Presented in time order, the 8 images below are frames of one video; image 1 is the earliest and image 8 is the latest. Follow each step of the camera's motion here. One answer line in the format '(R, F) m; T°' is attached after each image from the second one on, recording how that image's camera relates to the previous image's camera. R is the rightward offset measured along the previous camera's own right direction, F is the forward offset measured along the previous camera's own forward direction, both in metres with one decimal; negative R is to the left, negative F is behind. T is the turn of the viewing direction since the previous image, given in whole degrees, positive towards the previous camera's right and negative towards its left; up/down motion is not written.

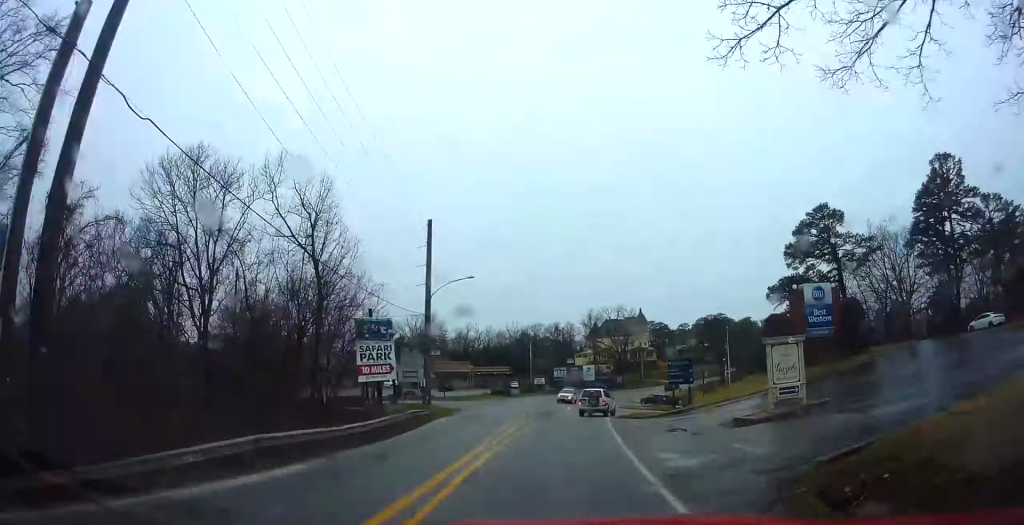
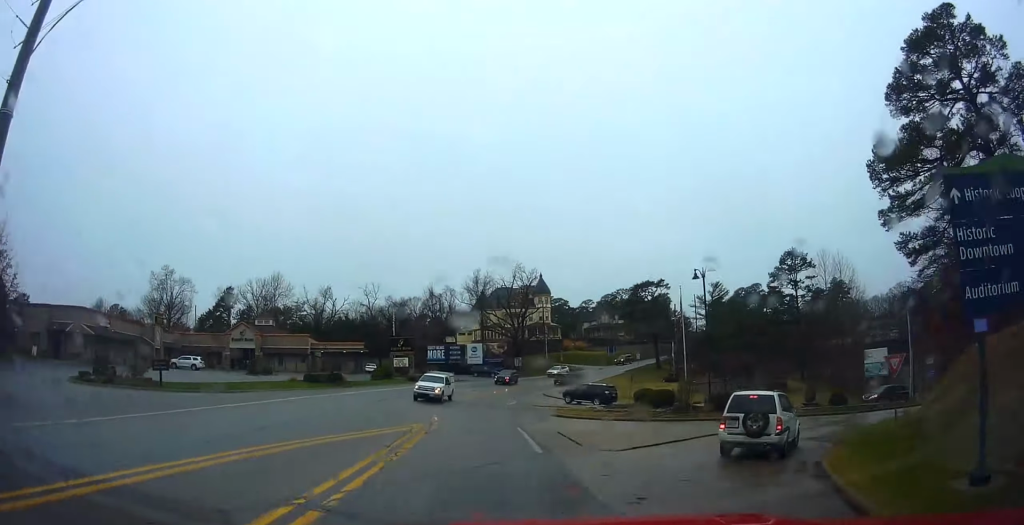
(+0.9, +31.3) m; +11°
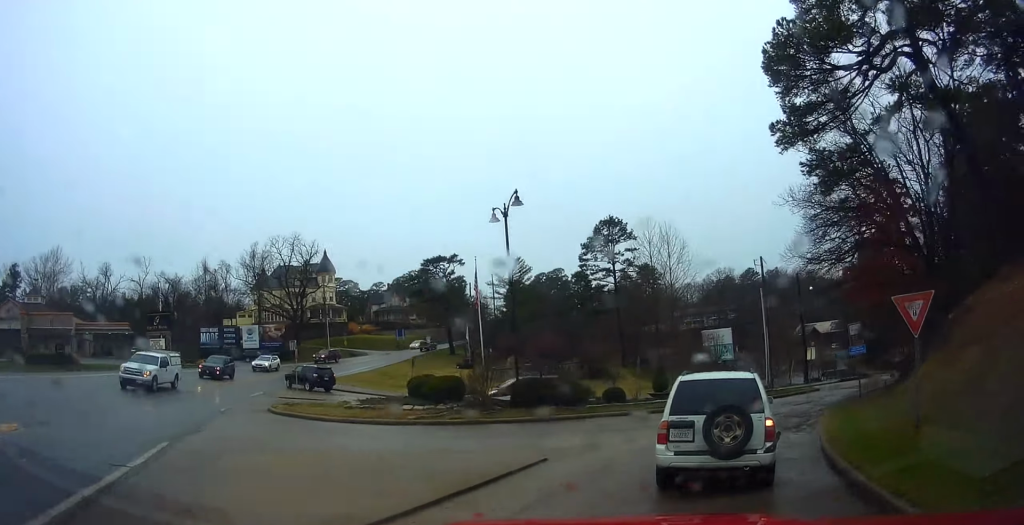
(+1.3, +16.1) m; +21°
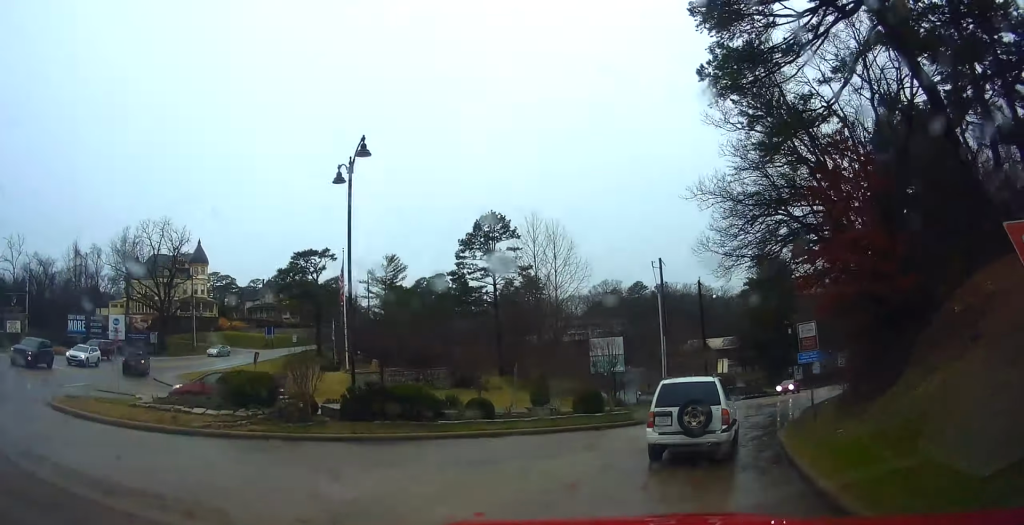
(+2.4, +10.5) m; +20°
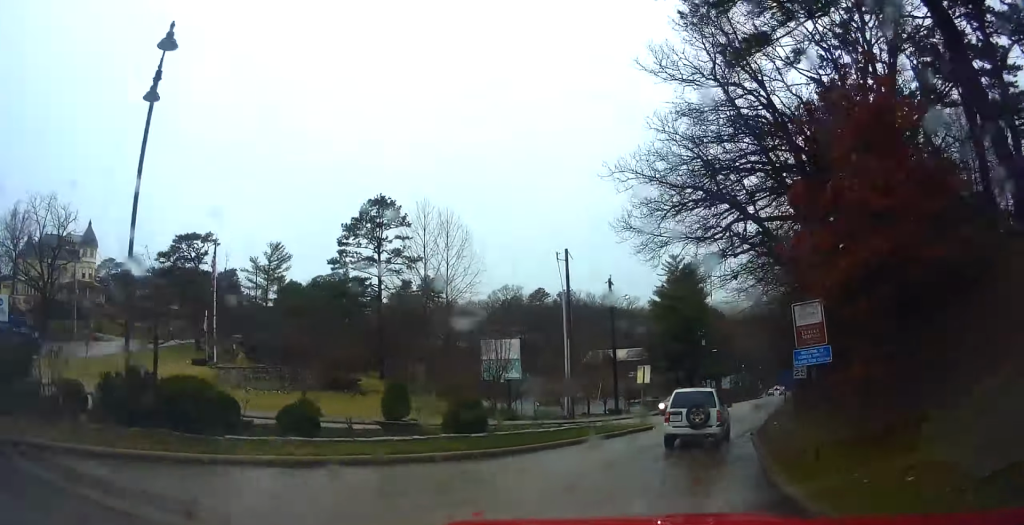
(+1.3, +8.7) m; +9°
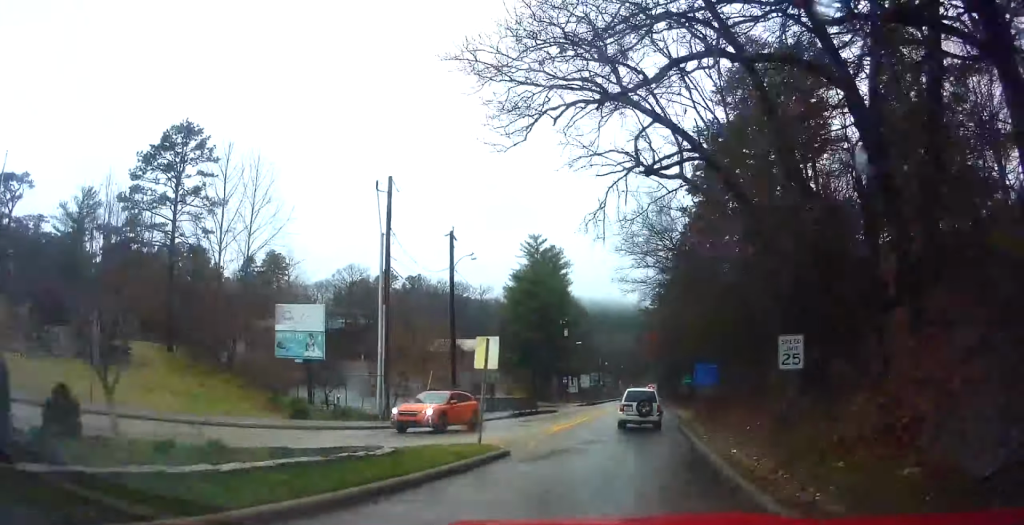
(+0.9, +11.3) m; +8°
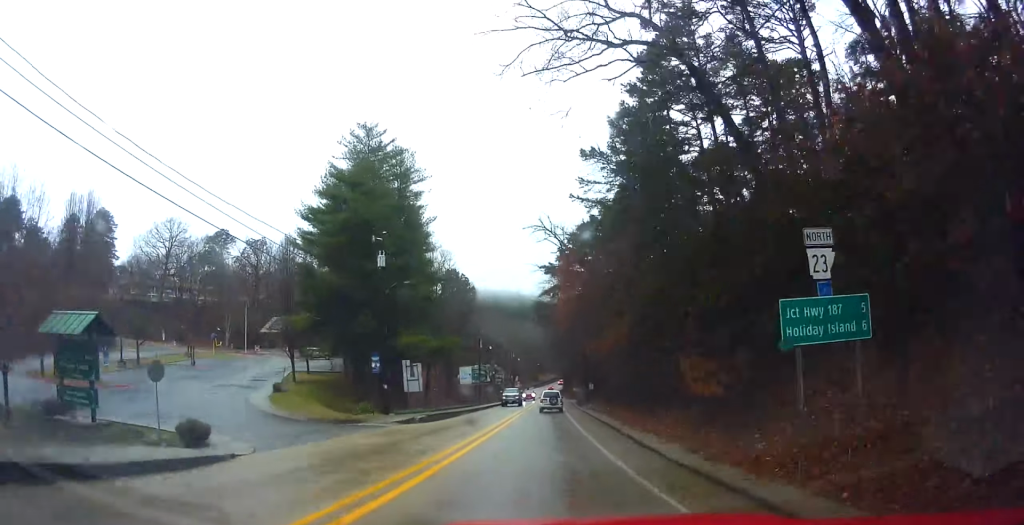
(+3.6, +34.5) m; +8°
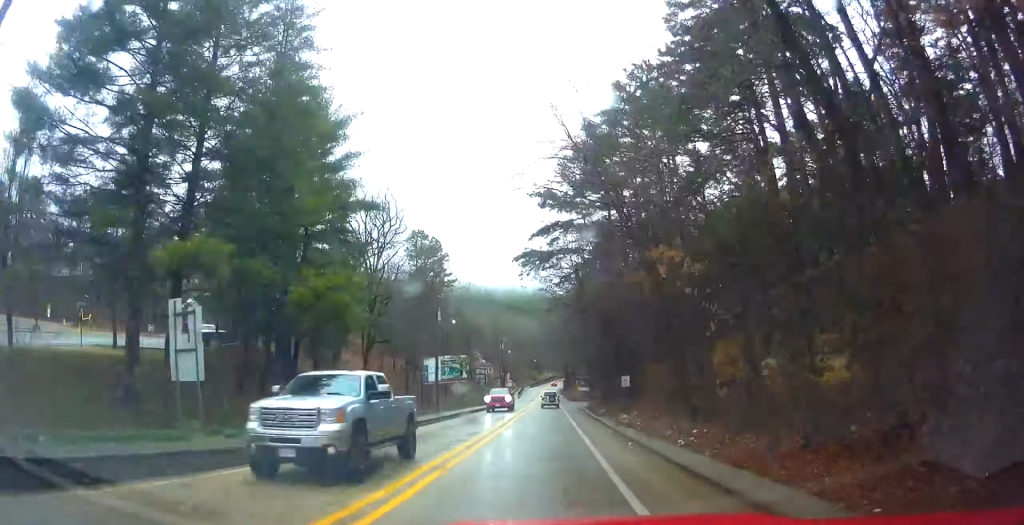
(+0.2, +24.3) m; +1°
